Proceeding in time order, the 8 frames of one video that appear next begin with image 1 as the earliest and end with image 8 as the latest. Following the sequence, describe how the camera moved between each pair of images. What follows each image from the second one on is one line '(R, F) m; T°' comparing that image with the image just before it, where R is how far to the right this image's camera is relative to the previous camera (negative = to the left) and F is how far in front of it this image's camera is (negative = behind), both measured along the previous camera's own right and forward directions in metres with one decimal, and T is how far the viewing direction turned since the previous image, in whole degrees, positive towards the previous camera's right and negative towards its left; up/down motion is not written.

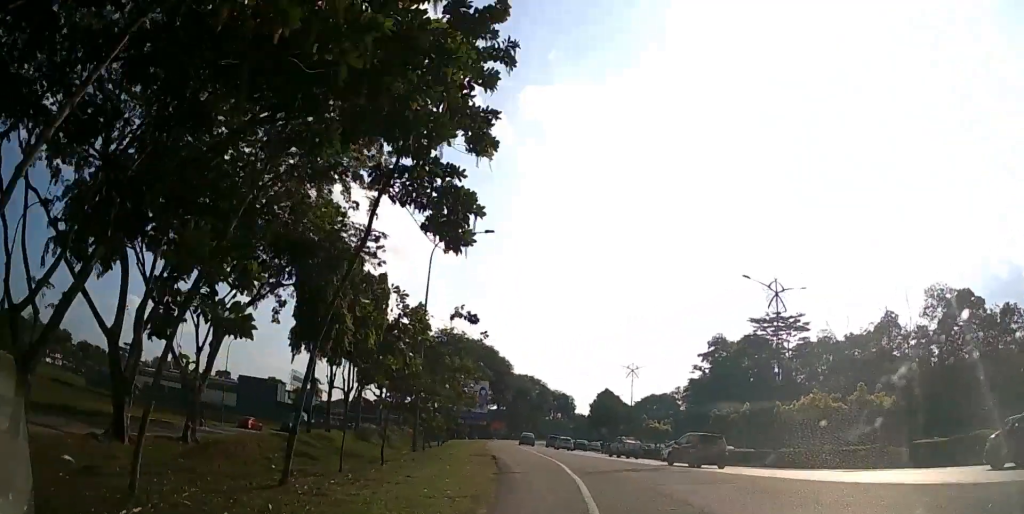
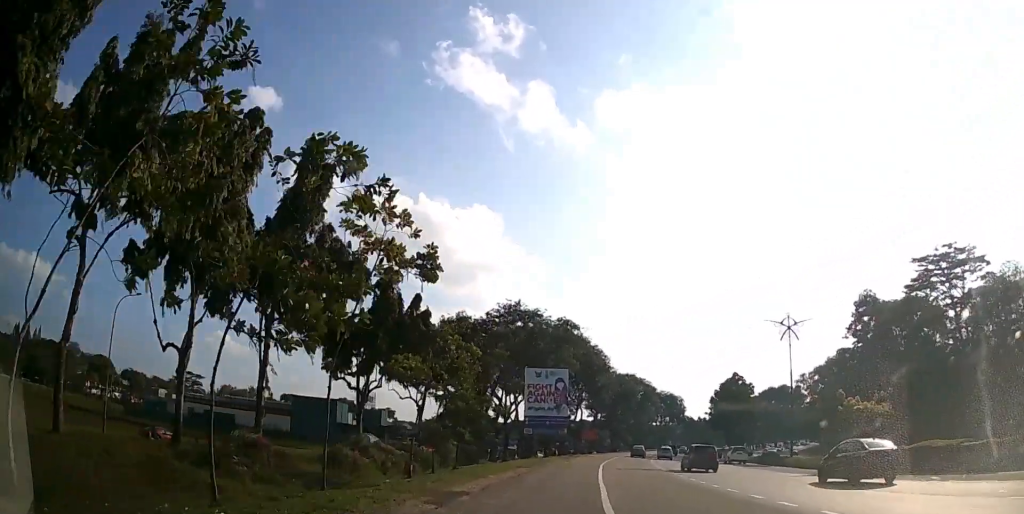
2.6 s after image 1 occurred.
(-2.9, +33.2) m; -5°
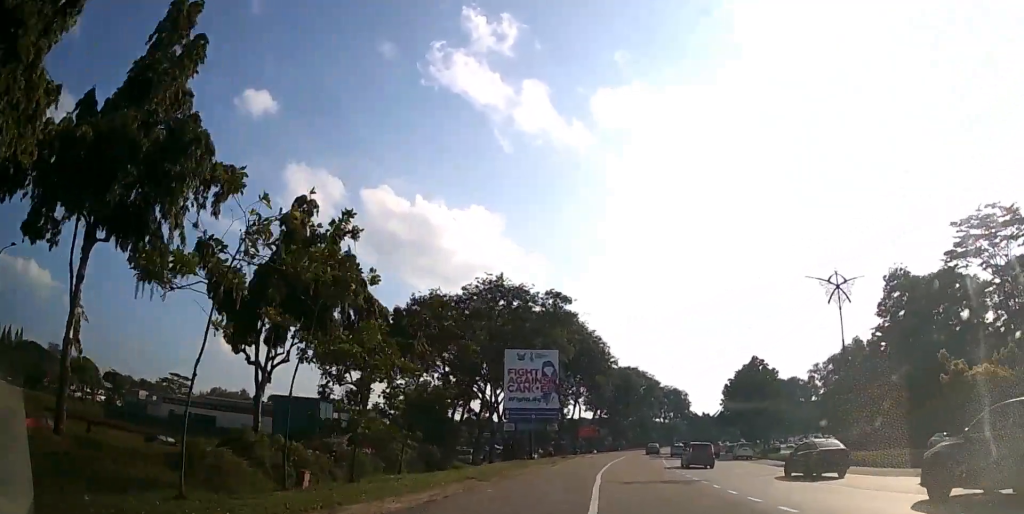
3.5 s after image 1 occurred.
(+0.1, +12.9) m; +2°
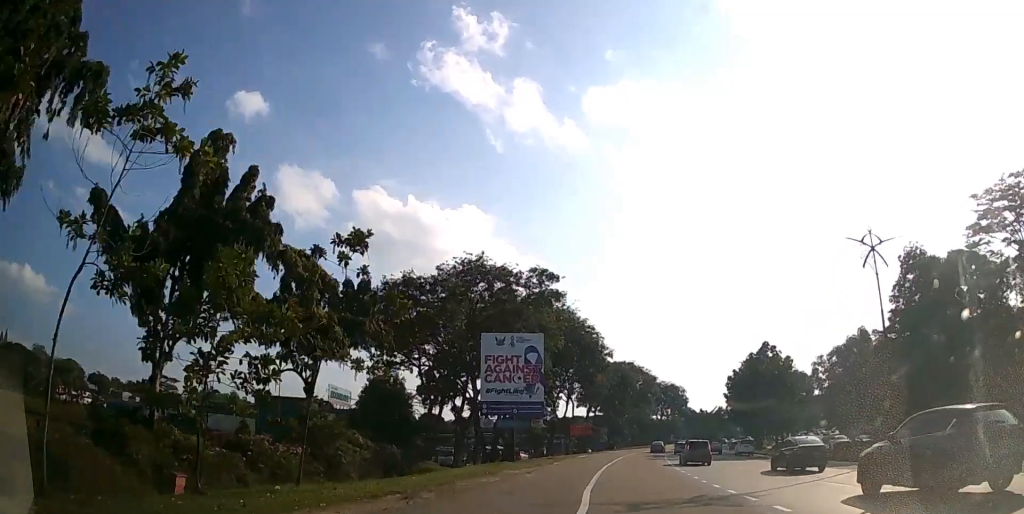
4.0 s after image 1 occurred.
(+0.1, +7.6) m; +2°
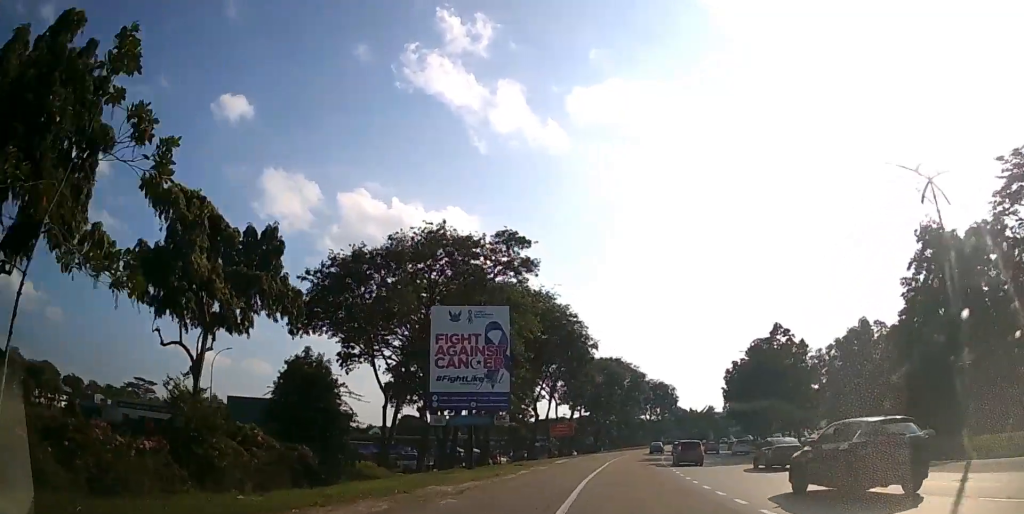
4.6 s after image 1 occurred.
(+0.2, +9.8) m; +2°
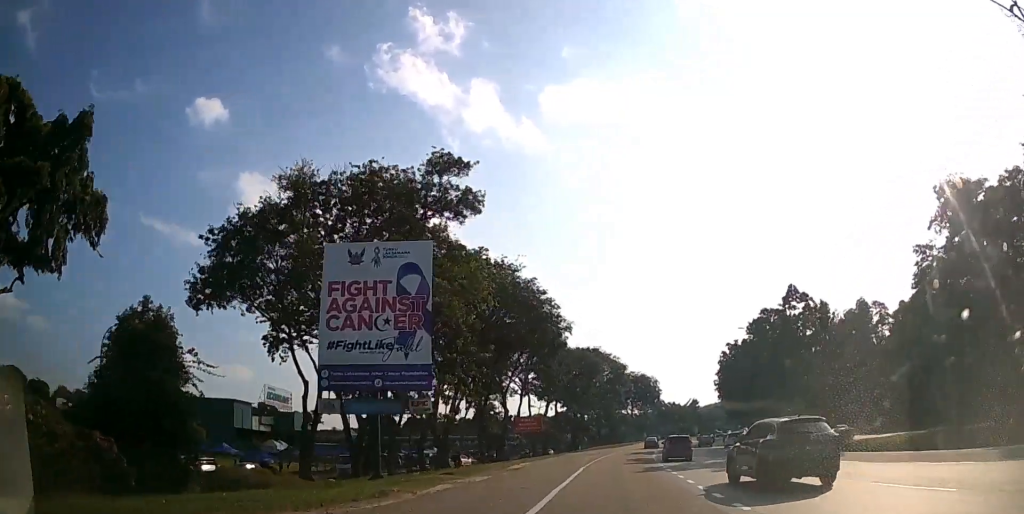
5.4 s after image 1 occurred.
(+0.3, +11.9) m; +3°
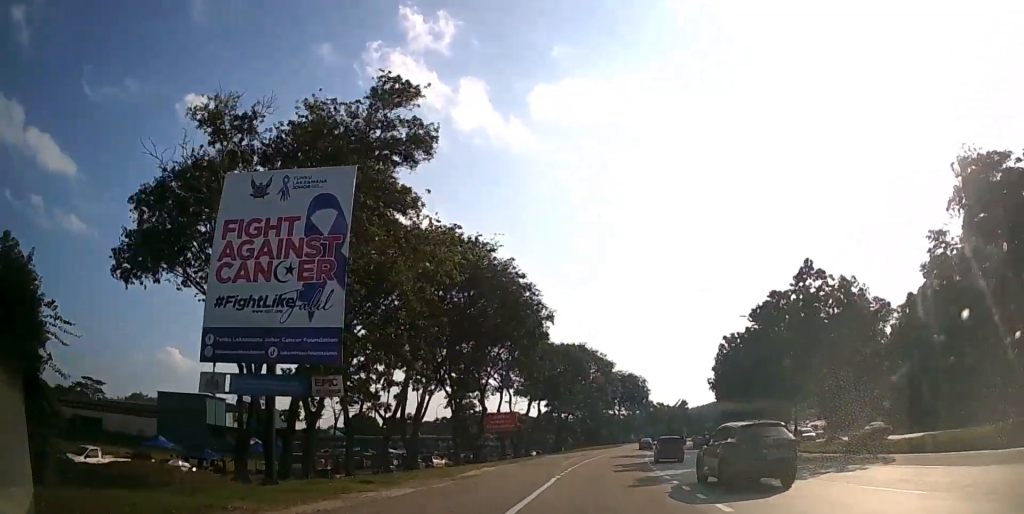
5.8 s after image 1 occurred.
(0.0, +7.0) m; +1°
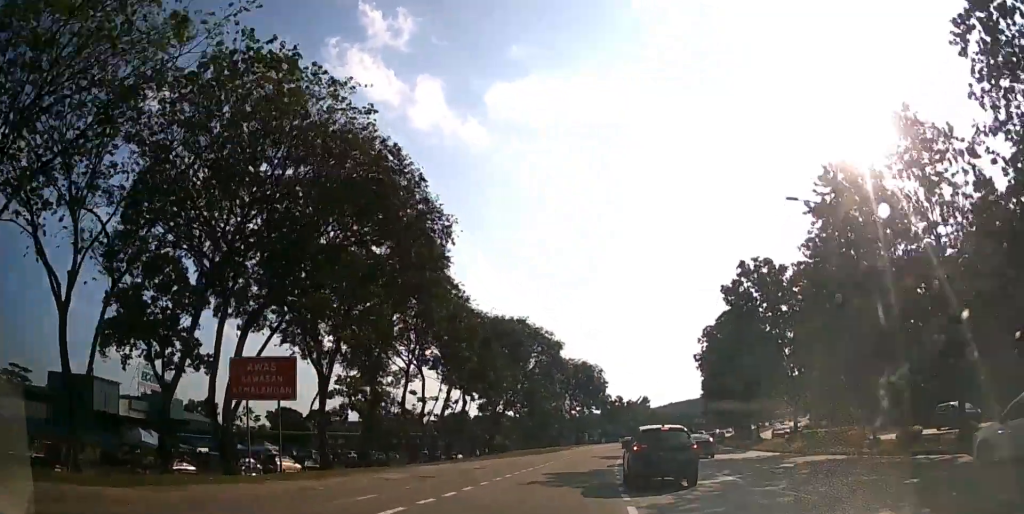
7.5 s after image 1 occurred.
(+1.0, +28.4) m; +3°
